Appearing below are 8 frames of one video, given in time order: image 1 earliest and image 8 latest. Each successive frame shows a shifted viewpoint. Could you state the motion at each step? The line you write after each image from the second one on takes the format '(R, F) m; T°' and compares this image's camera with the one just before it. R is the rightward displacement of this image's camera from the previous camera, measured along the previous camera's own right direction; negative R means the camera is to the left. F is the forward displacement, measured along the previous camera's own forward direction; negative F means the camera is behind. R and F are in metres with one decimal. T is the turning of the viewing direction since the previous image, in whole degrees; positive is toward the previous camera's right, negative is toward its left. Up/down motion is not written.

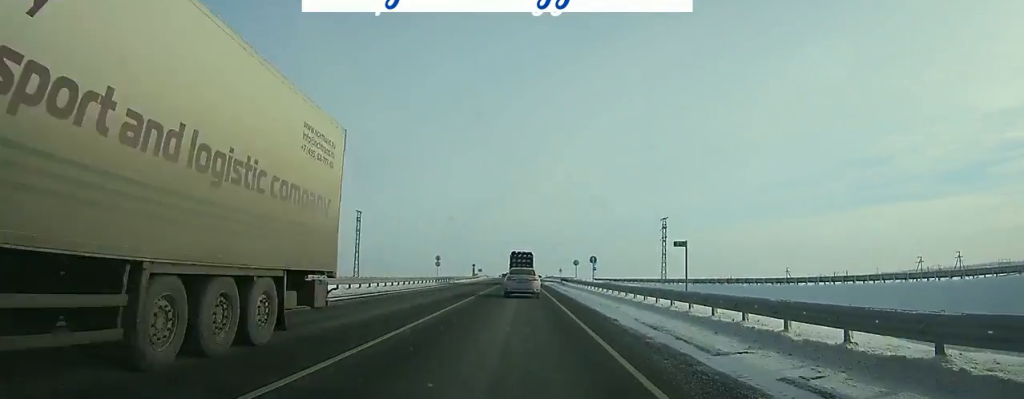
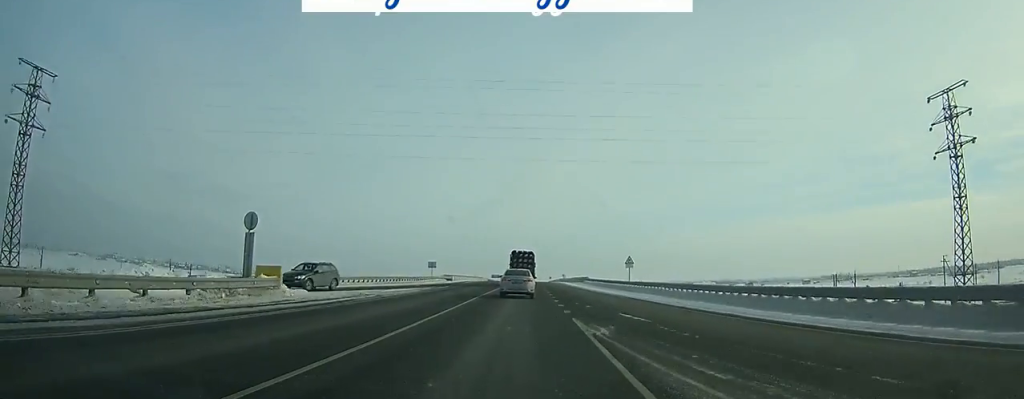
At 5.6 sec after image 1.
(-0.6, +99.8) m; -1°
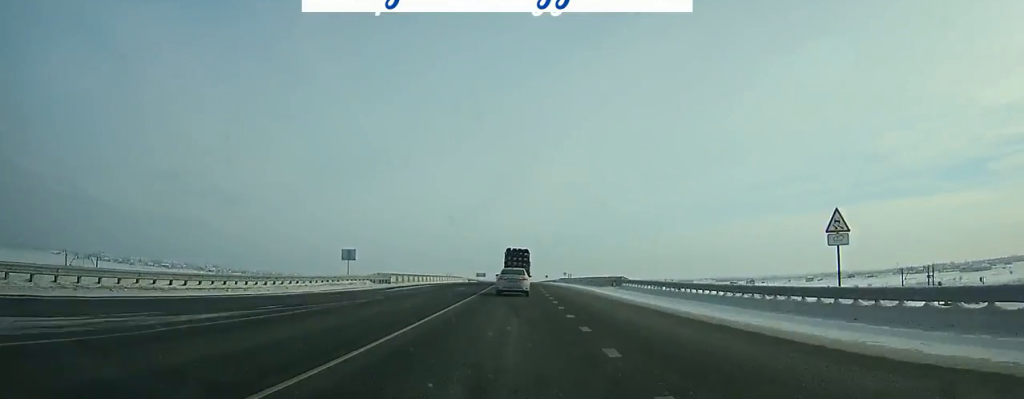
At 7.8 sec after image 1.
(-0.1, +38.5) m; 0°
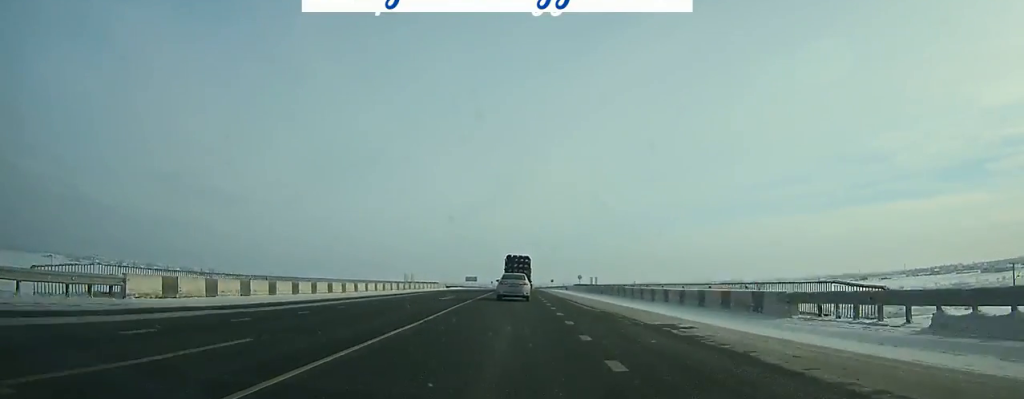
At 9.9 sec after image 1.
(+0.1, +36.8) m; 0°
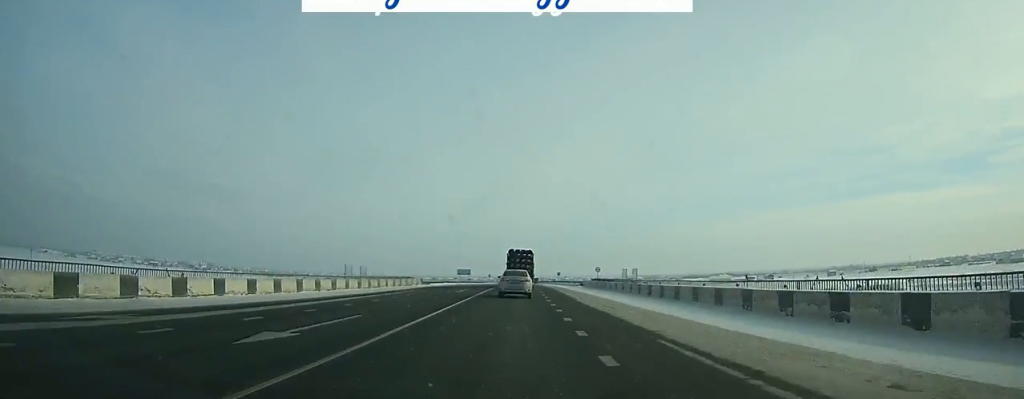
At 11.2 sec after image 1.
(0.0, +22.8) m; 0°
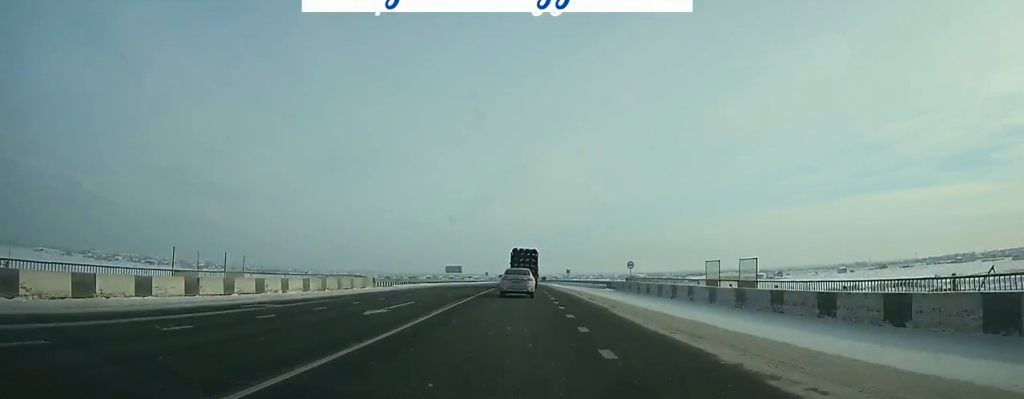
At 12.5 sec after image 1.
(0.0, +22.9) m; 0°
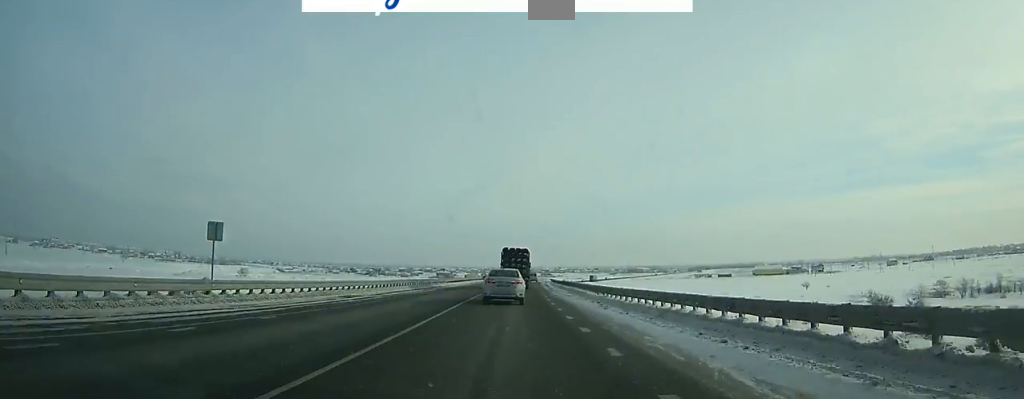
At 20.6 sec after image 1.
(+1.1, +143.0) m; +1°
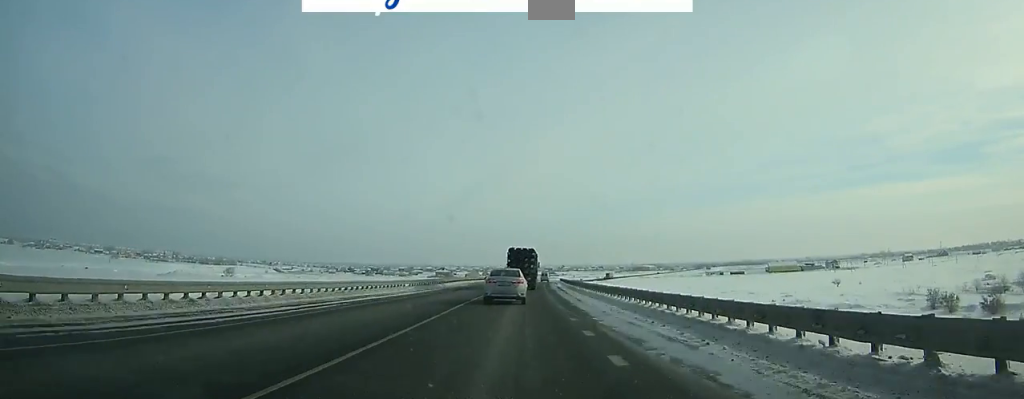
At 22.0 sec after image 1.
(-0.2, +24.9) m; 0°
